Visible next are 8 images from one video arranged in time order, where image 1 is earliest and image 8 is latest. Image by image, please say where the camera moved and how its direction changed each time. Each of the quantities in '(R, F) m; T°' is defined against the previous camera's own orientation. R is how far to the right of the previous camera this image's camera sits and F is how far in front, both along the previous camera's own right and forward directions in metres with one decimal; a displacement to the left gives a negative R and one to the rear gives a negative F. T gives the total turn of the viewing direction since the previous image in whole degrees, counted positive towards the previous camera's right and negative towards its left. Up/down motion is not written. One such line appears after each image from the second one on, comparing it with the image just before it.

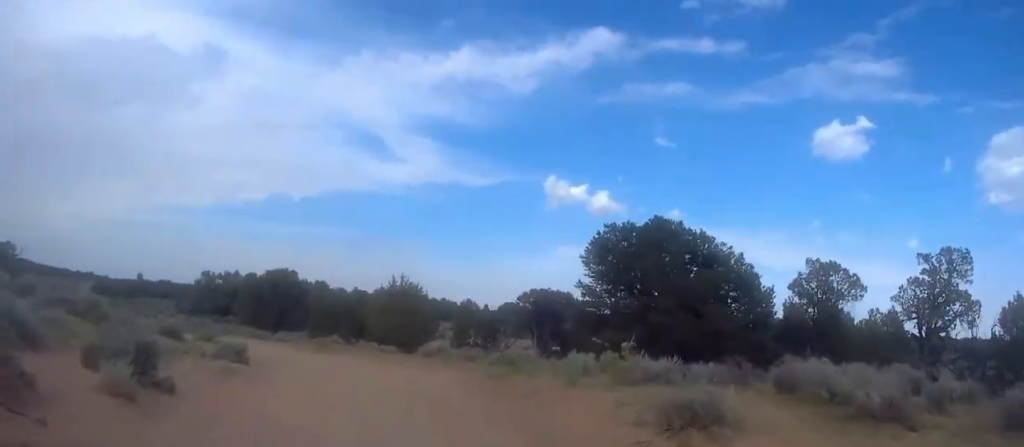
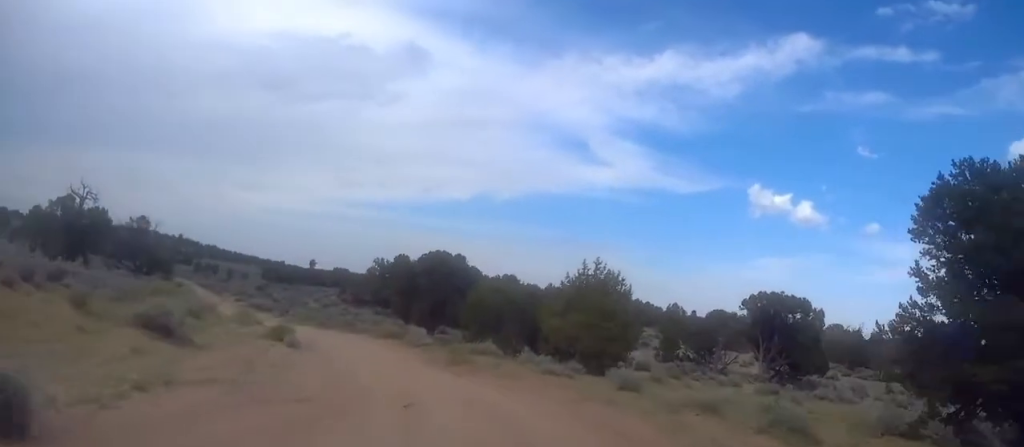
(-1.2, +12.1) m; -13°
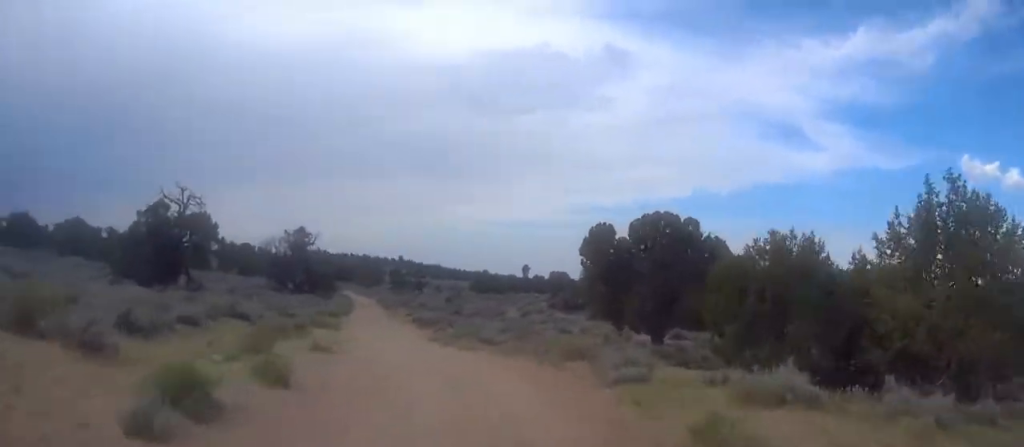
(-2.1, +14.6) m; -19°
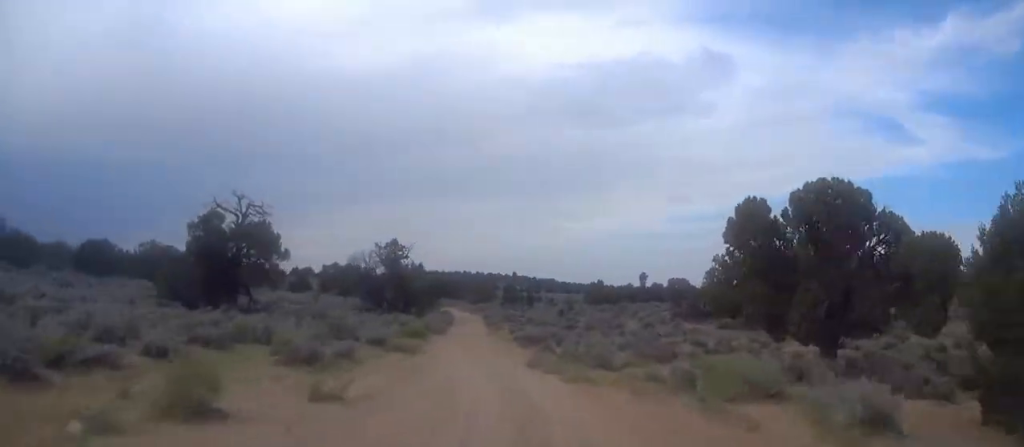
(-0.6, +7.2) m; -9°
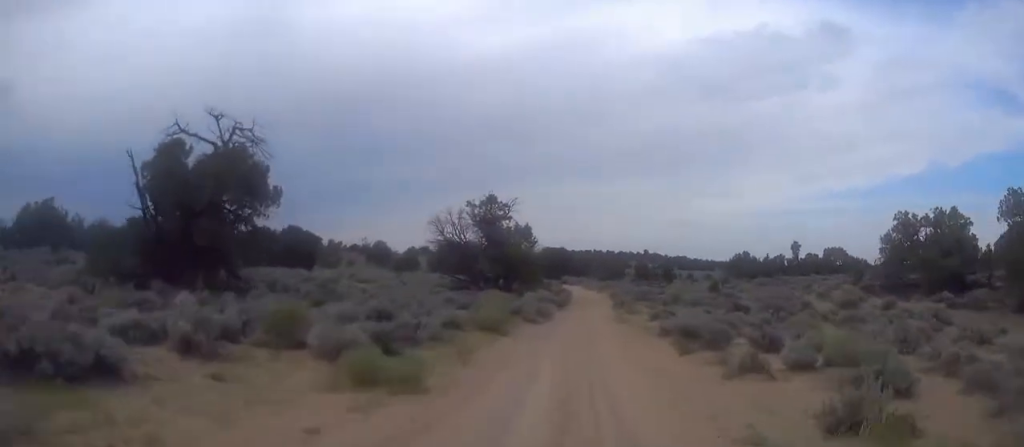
(-2.8, +17.1) m; -12°
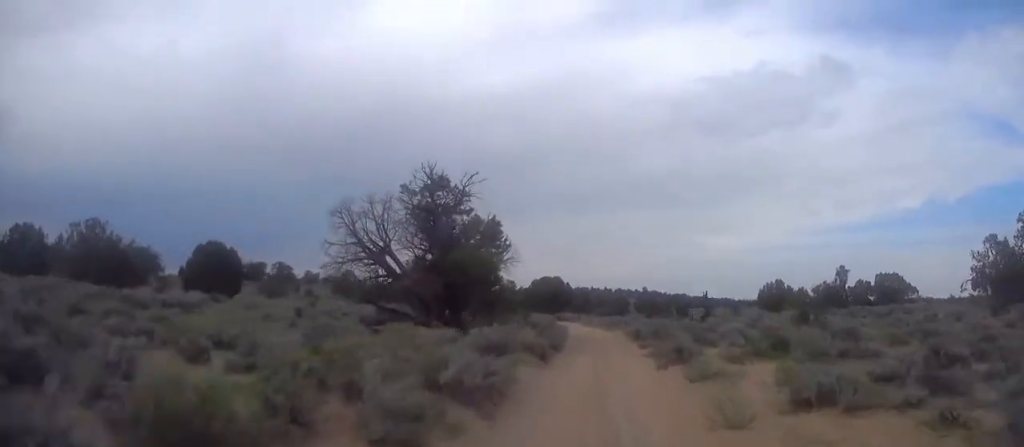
(-0.4, +22.2) m; +1°
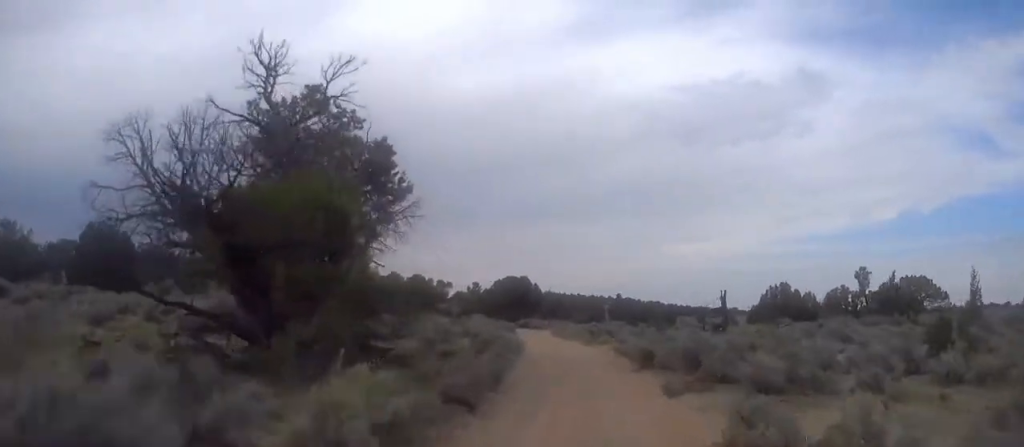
(+0.6, +16.9) m; +2°
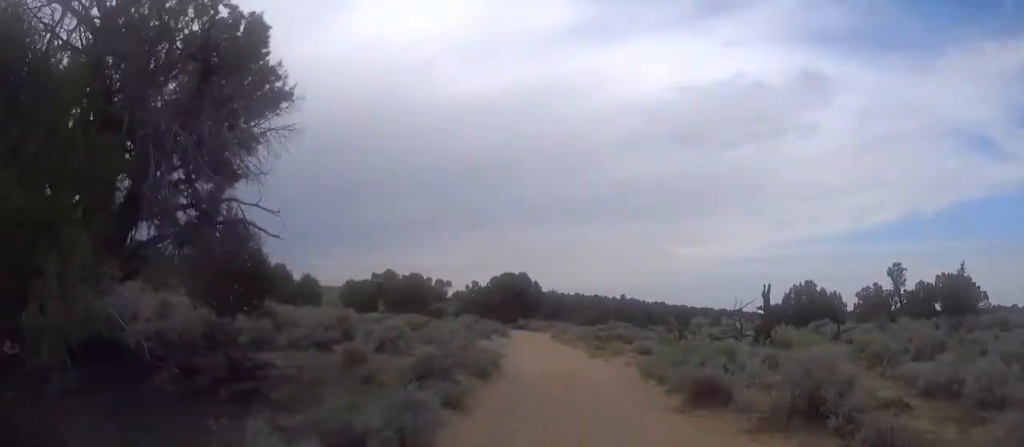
(0.0, +8.9) m; -1°
